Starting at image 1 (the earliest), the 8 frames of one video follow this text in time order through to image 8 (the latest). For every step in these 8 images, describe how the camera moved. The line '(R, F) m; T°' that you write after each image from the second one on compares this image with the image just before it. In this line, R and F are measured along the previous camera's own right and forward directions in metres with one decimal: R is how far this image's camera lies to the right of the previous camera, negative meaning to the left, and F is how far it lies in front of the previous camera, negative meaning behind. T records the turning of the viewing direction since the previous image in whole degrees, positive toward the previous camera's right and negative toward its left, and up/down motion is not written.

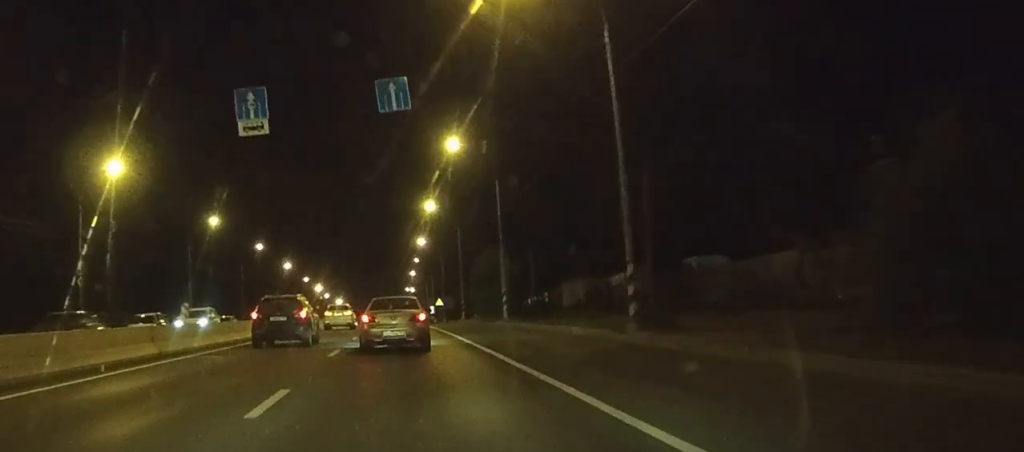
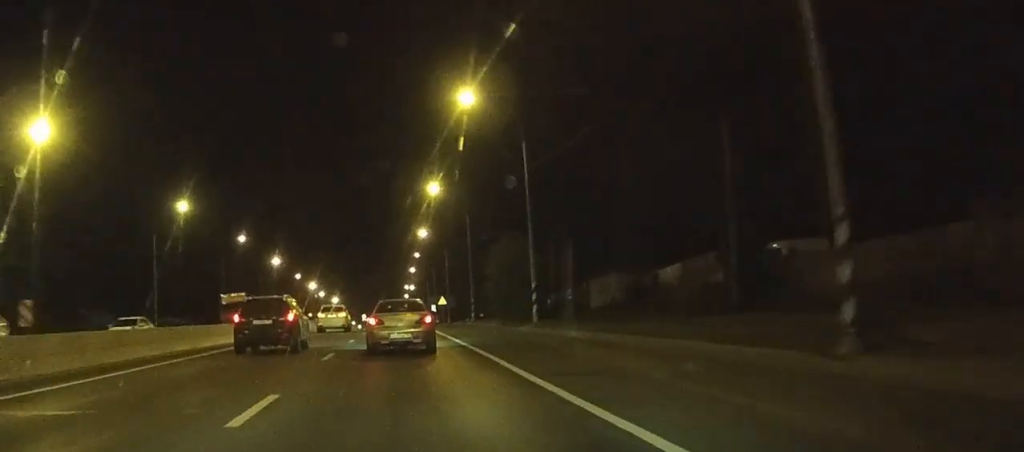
(0.0, +12.2) m; 0°
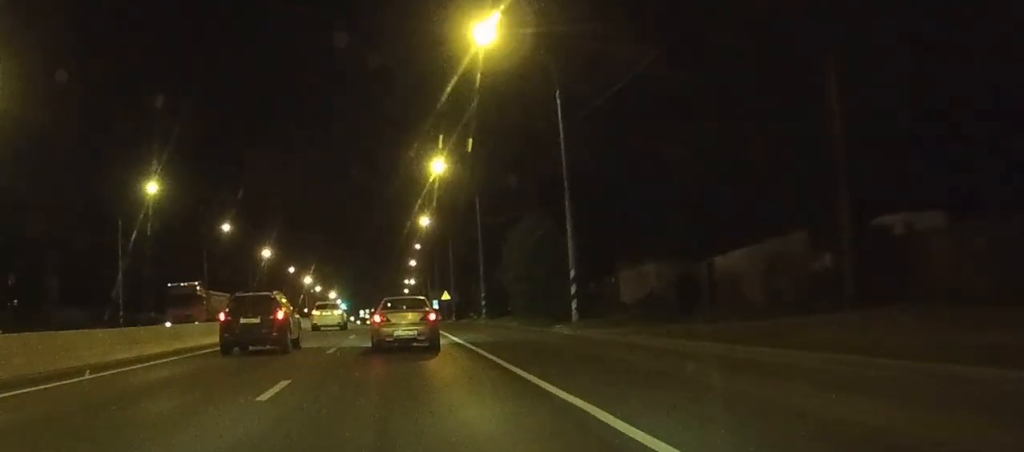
(0.0, +9.4) m; 0°
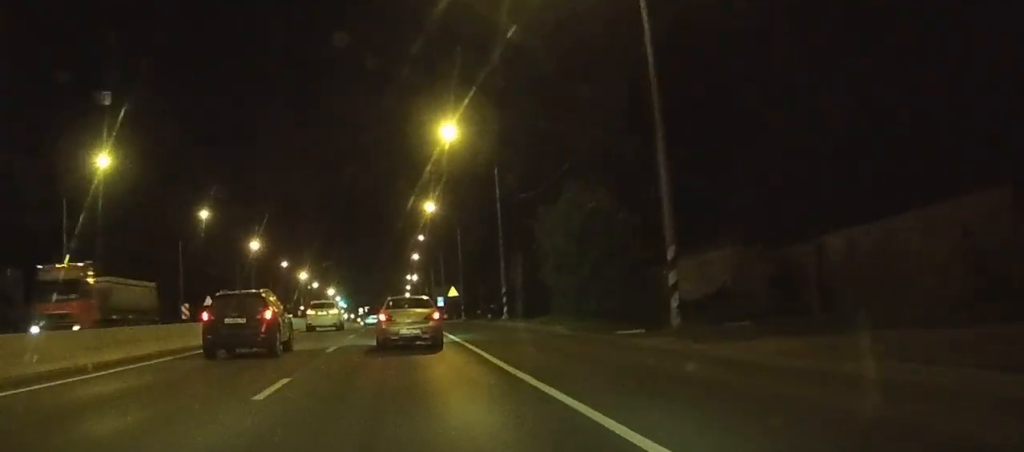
(0.0, +11.6) m; 0°
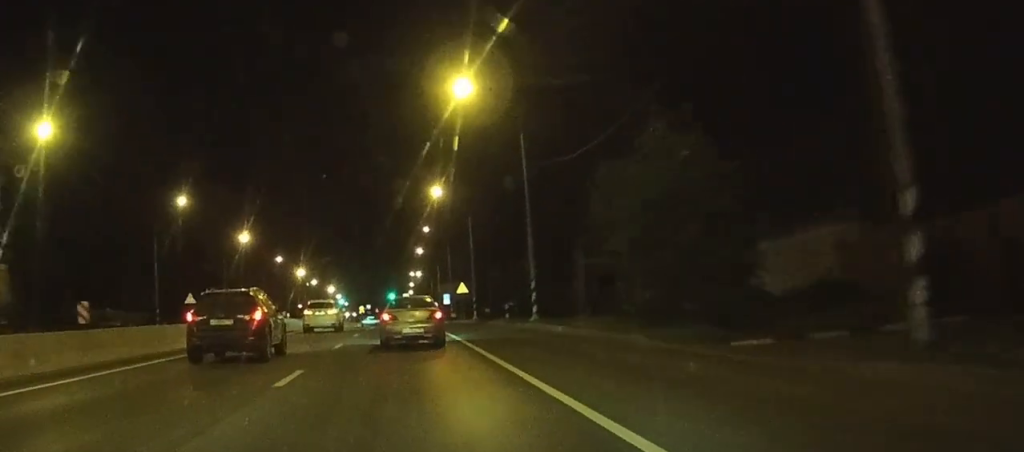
(0.0, +10.0) m; 0°
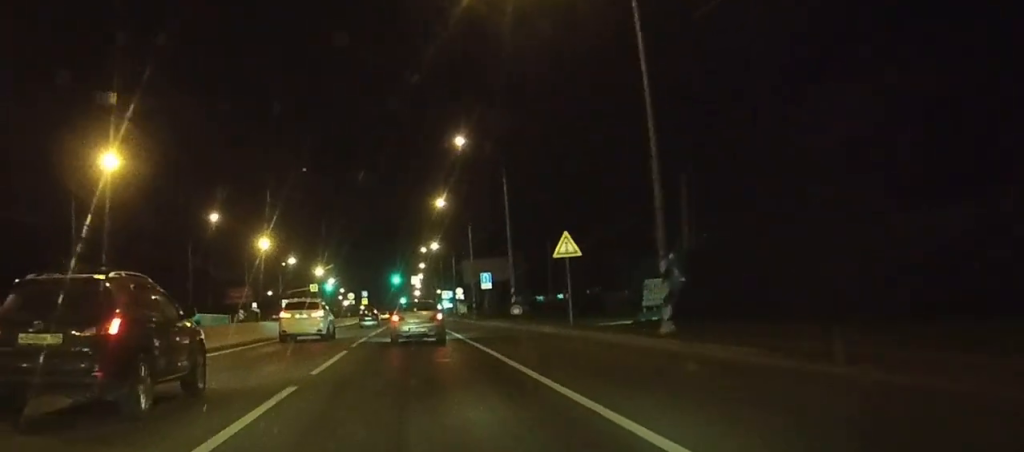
(+0.2, +52.6) m; 0°
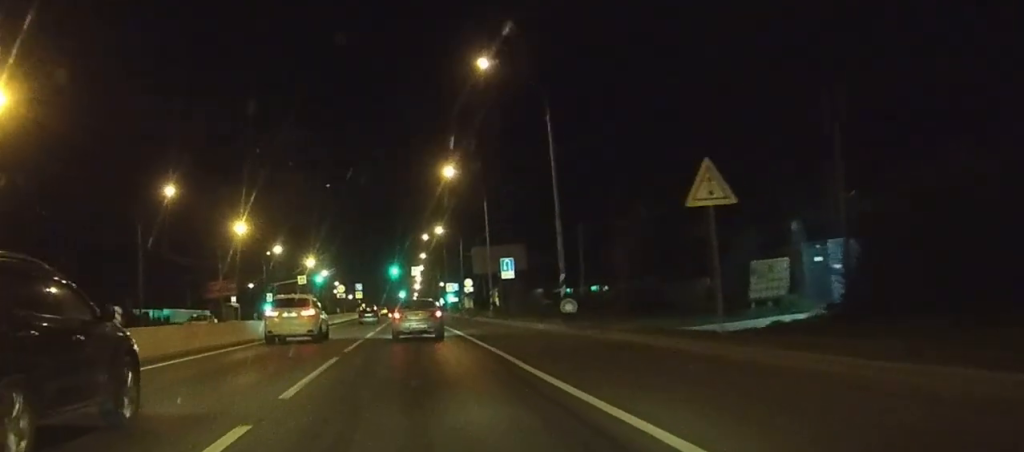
(-0.1, +16.5) m; 0°
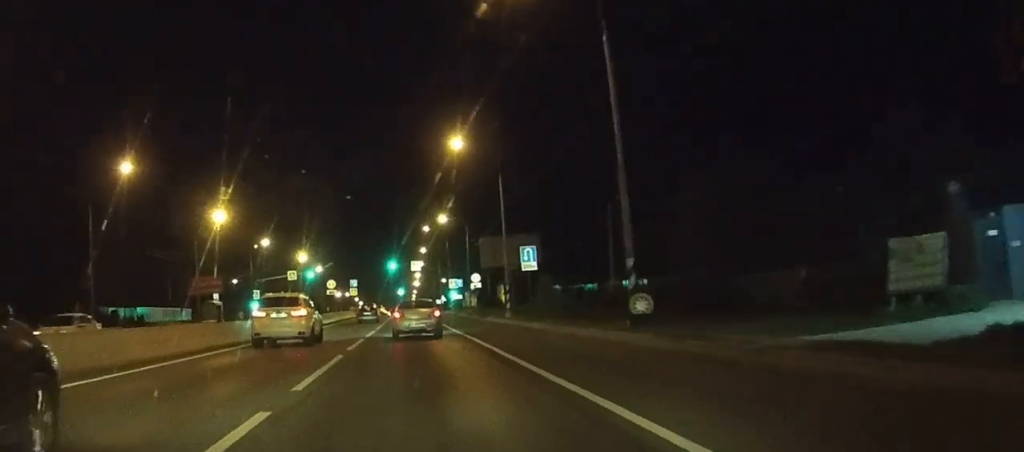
(0.0, +10.9) m; 0°
